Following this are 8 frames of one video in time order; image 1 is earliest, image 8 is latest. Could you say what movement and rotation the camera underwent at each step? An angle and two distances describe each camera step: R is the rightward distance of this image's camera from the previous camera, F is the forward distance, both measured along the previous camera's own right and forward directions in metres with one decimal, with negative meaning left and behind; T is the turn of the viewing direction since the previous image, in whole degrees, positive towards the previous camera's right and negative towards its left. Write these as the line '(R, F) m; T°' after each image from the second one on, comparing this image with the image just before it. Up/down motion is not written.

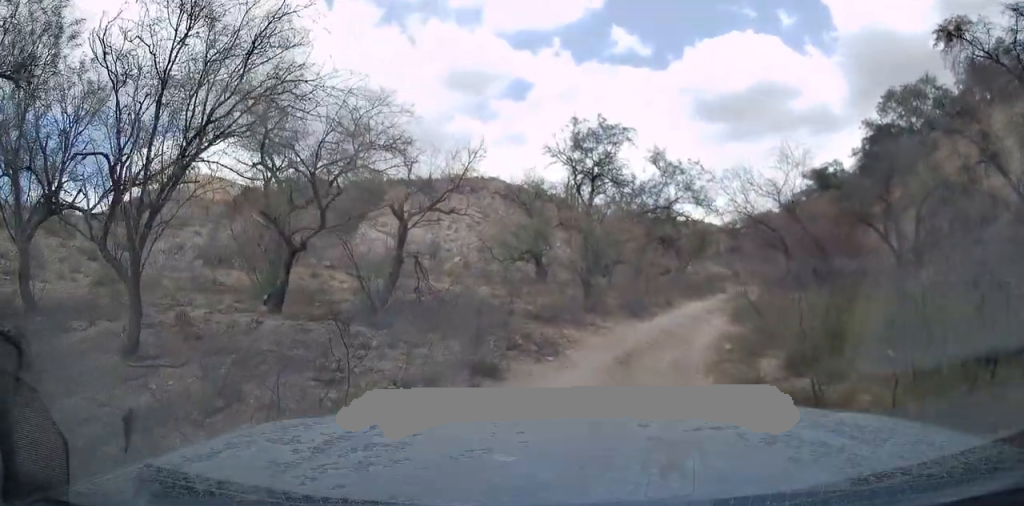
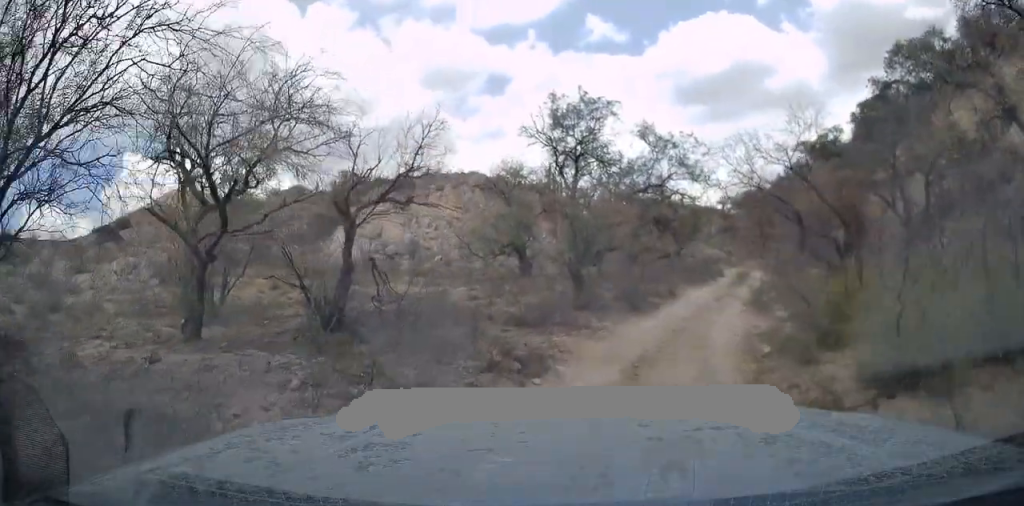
(0.0, +2.2) m; +2°
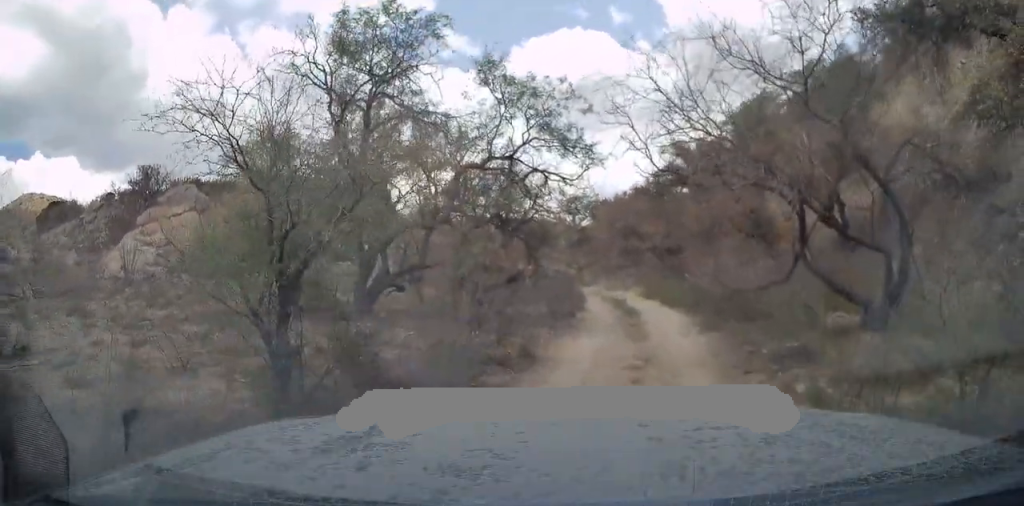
(+0.7, +8.2) m; +10°
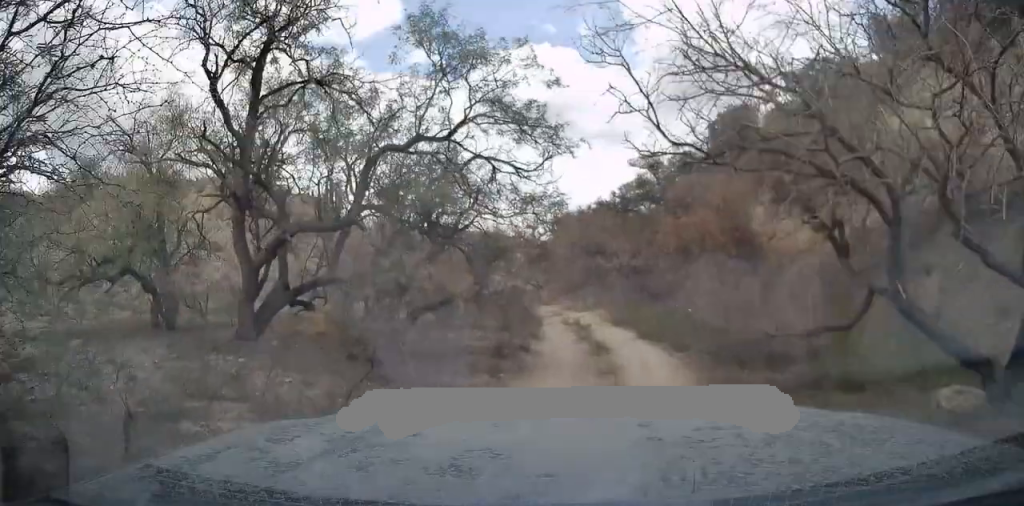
(+0.2, +3.3) m; +7°
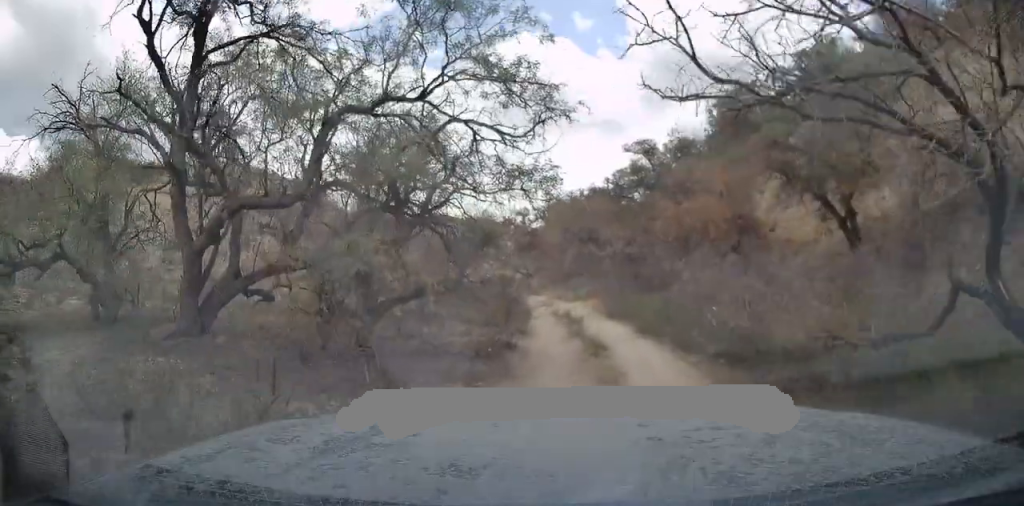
(+0.1, +1.5) m; +3°
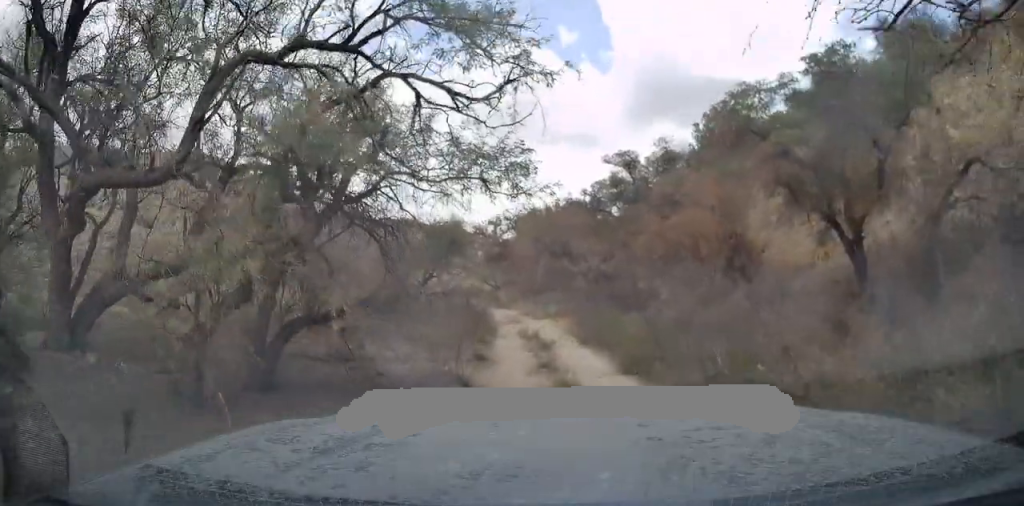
(0.0, +2.3) m; -1°
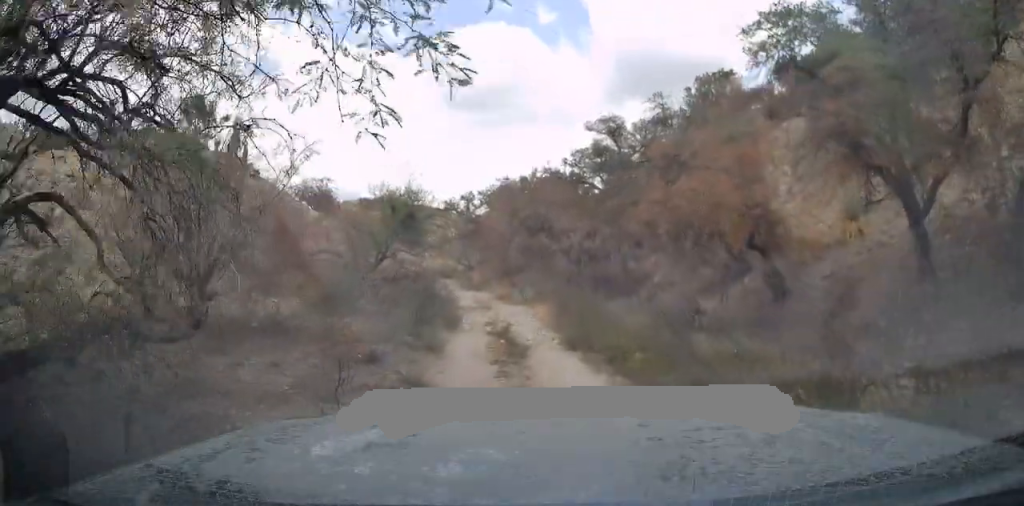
(-0.2, +4.4) m; -8°
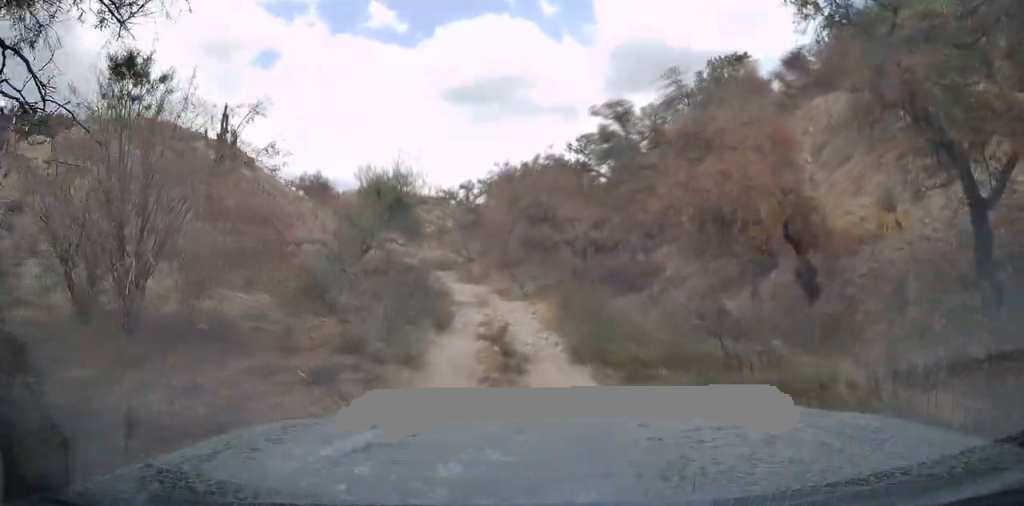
(-0.1, +2.3) m; +1°
